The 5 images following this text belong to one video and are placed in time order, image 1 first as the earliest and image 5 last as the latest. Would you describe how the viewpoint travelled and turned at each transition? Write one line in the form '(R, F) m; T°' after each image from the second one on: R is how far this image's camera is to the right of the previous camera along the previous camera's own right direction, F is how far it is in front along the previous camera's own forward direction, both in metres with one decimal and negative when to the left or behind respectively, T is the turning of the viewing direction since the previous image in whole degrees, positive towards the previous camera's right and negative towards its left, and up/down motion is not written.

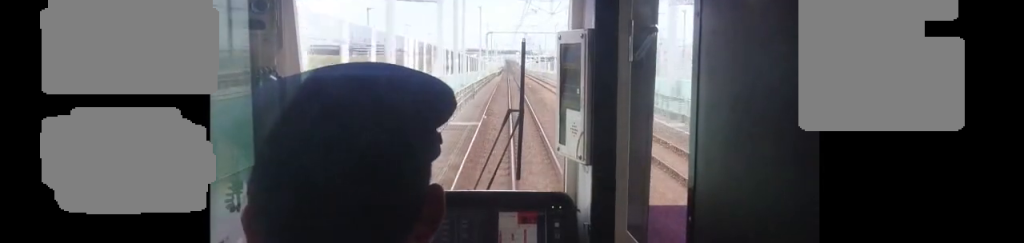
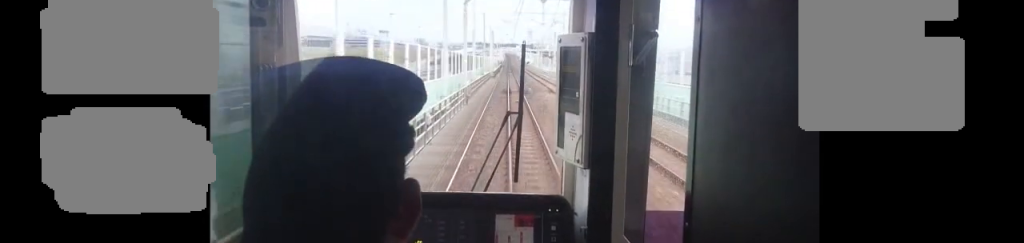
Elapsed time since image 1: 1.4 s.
(+0.6, +35.4) m; 0°
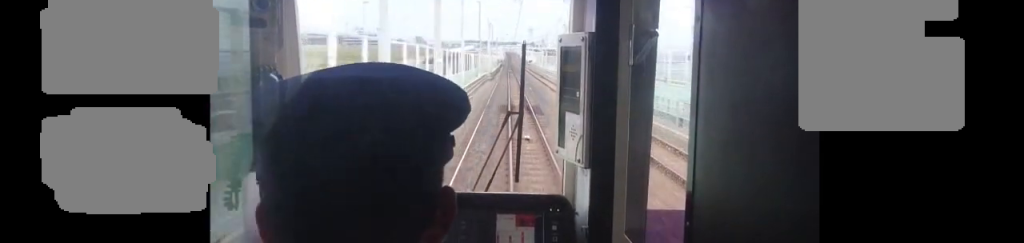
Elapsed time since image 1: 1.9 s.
(-0.1, +13.2) m; 0°
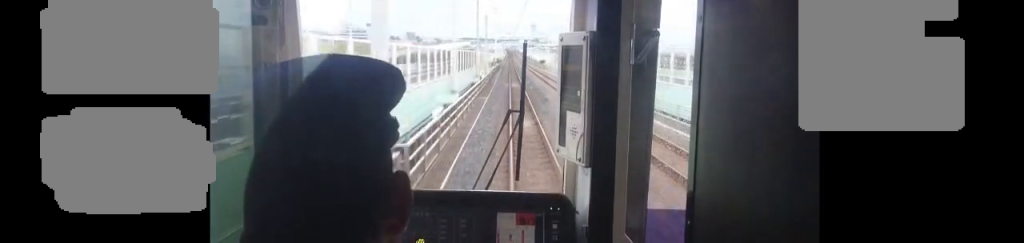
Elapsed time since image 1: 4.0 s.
(-0.5, +54.4) m; -1°
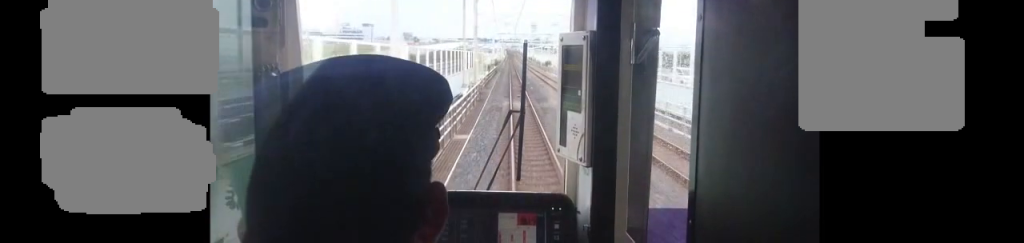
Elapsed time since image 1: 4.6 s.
(-0.5, +18.4) m; +1°
